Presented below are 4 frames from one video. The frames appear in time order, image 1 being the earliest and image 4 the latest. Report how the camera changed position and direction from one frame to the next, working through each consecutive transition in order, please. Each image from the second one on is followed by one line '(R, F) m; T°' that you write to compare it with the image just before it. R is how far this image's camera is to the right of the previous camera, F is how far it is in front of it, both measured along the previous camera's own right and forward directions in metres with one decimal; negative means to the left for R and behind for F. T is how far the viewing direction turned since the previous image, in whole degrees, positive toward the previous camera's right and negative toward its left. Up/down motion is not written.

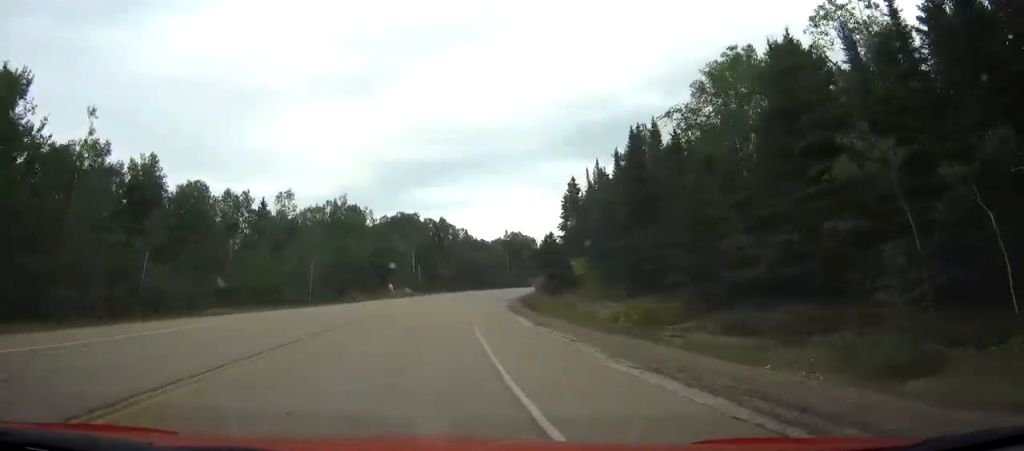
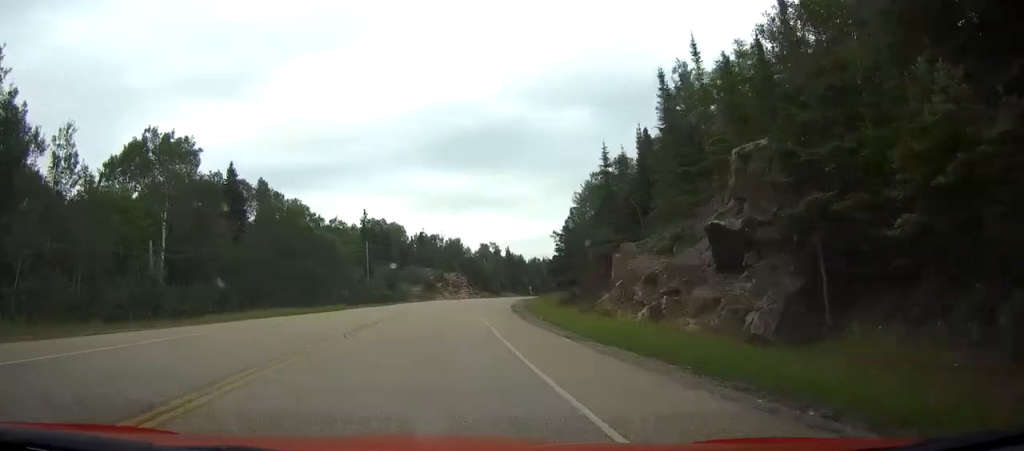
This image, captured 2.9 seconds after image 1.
(+0.1, +85.4) m; 0°
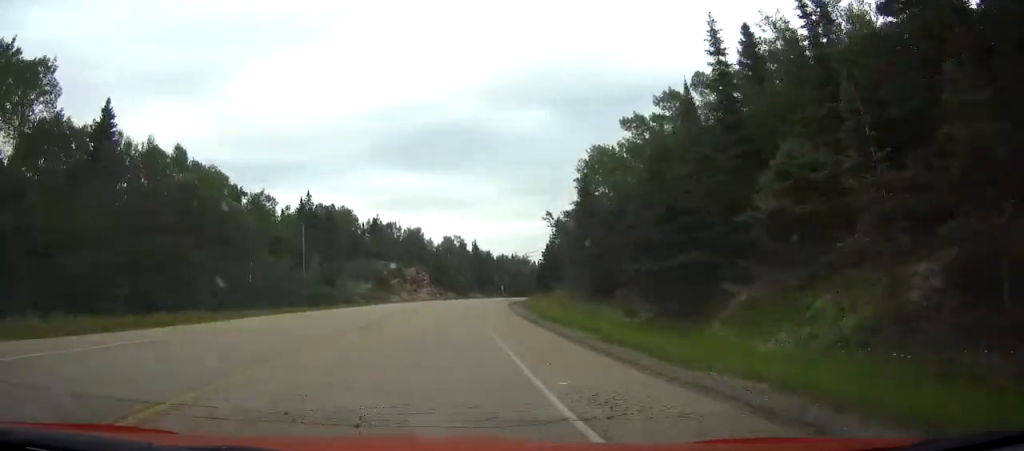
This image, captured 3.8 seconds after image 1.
(0.0, +26.6) m; 0°
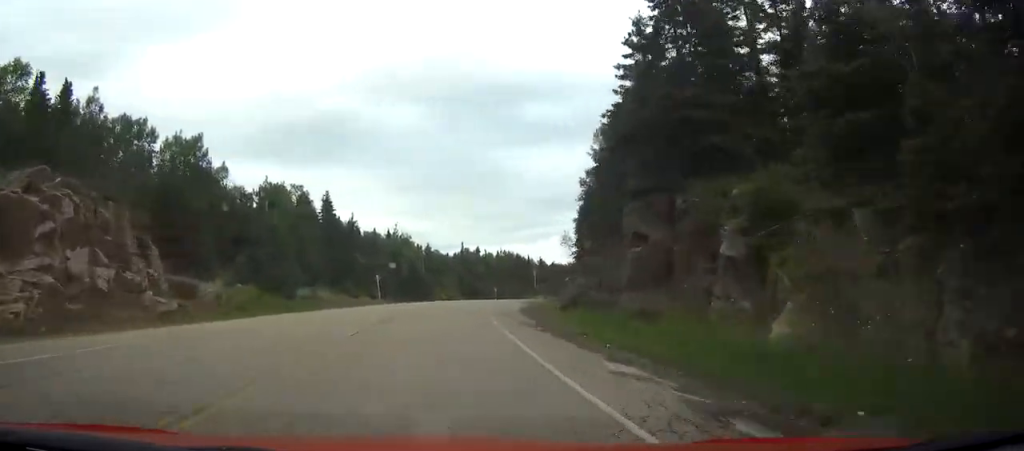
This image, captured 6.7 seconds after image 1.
(+1.9, +85.5) m; +11°
